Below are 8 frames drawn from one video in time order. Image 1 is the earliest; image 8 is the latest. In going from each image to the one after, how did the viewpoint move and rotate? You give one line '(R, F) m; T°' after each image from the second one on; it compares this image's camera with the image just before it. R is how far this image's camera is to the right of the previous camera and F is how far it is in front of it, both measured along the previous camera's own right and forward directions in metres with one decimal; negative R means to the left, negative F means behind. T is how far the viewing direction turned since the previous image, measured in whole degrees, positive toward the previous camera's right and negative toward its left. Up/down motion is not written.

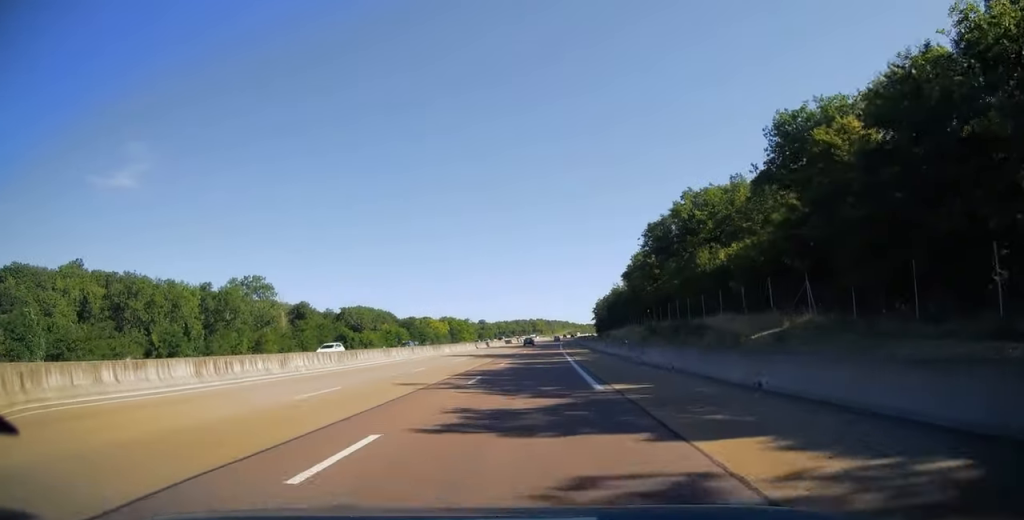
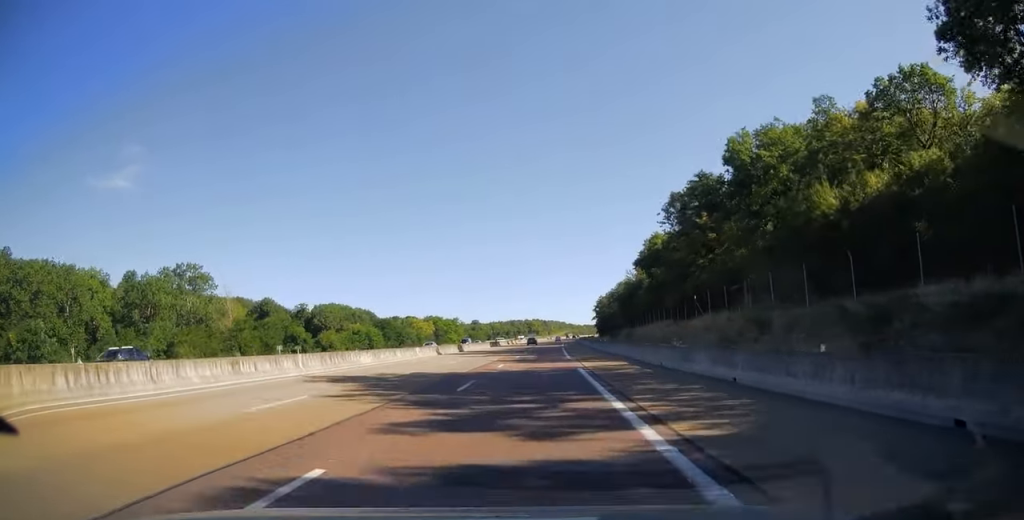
(+0.2, +28.1) m; 0°
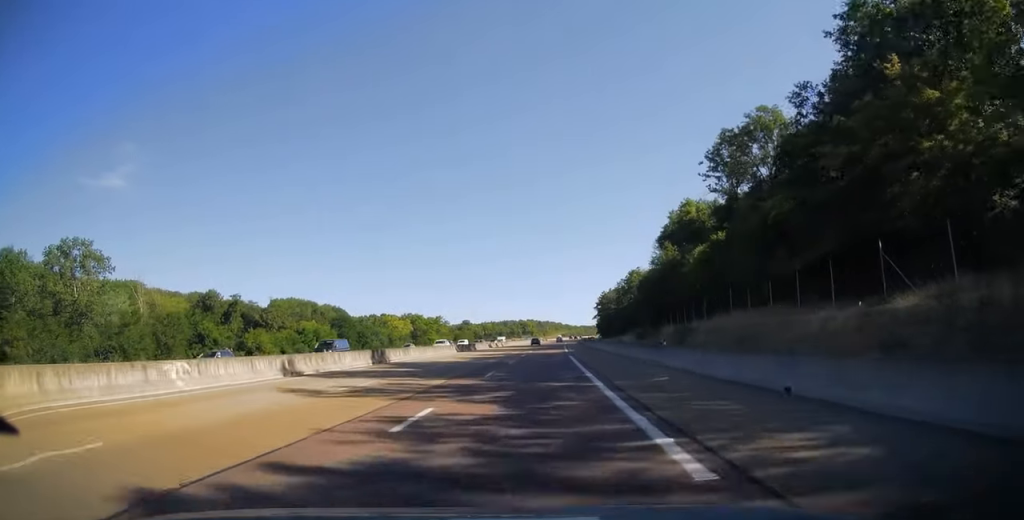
(+0.1, +33.1) m; 0°
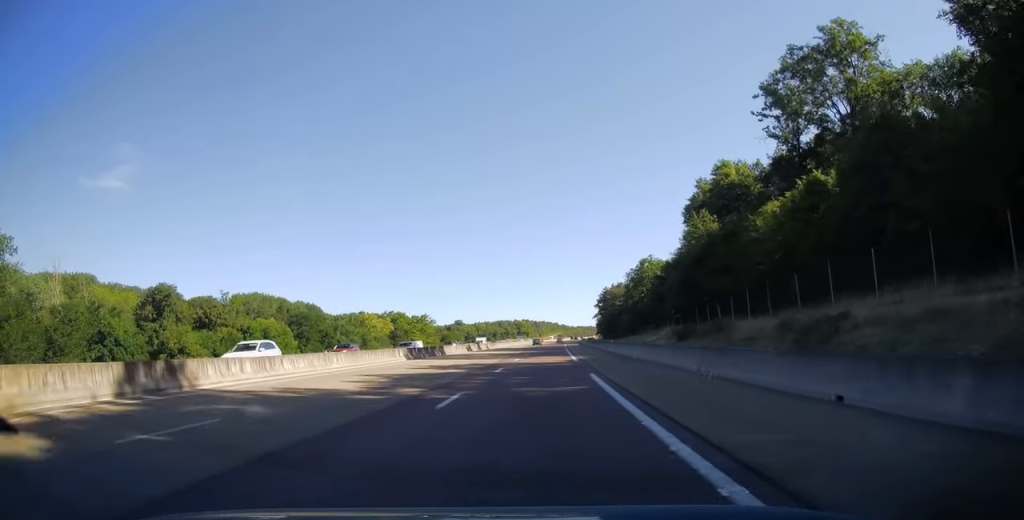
(0.0, +22.5) m; 0°
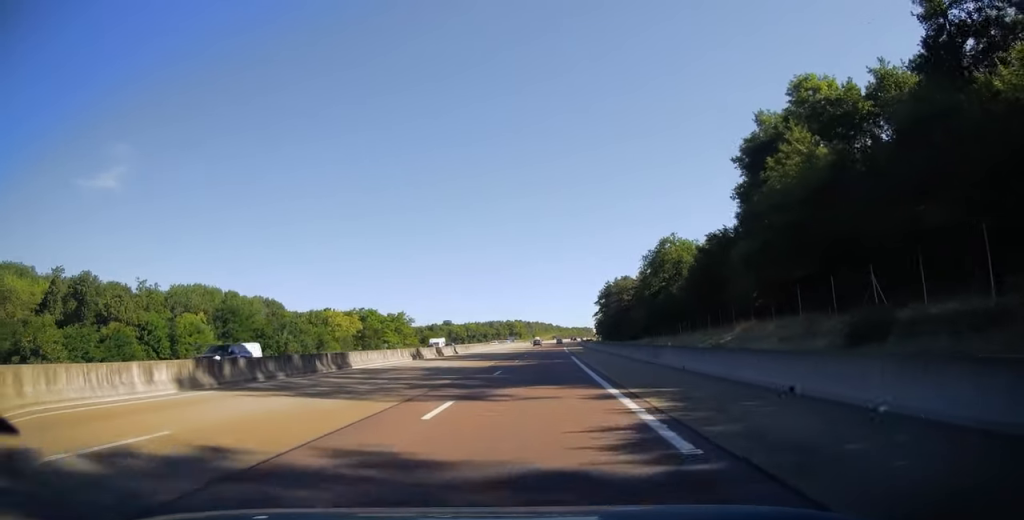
(+0.1, +27.5) m; +1°
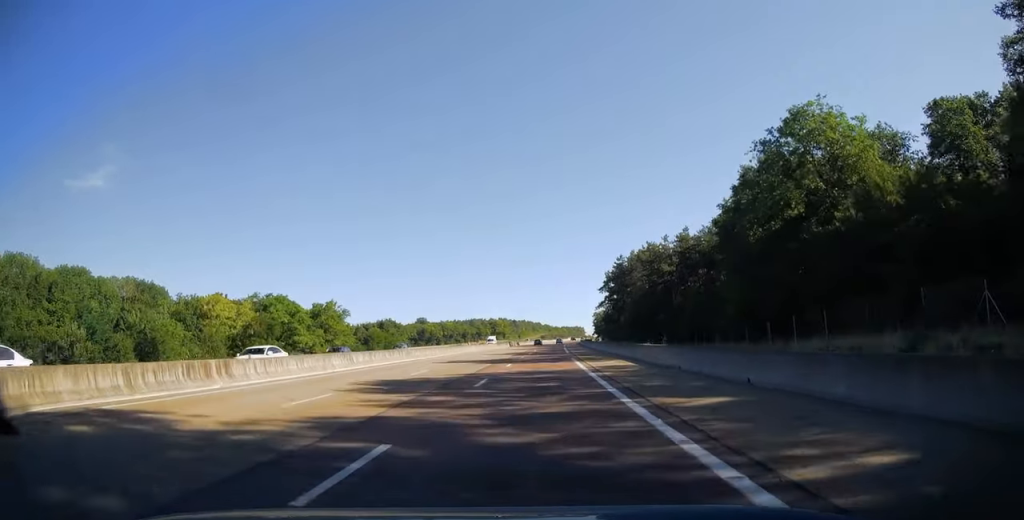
(+0.7, +57.0) m; +1°
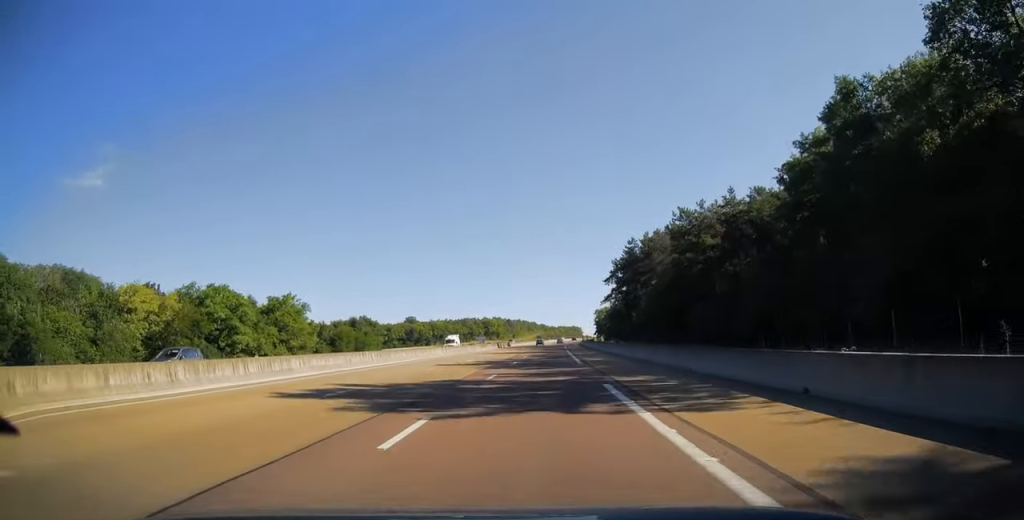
(+0.1, +23.0) m; 0°
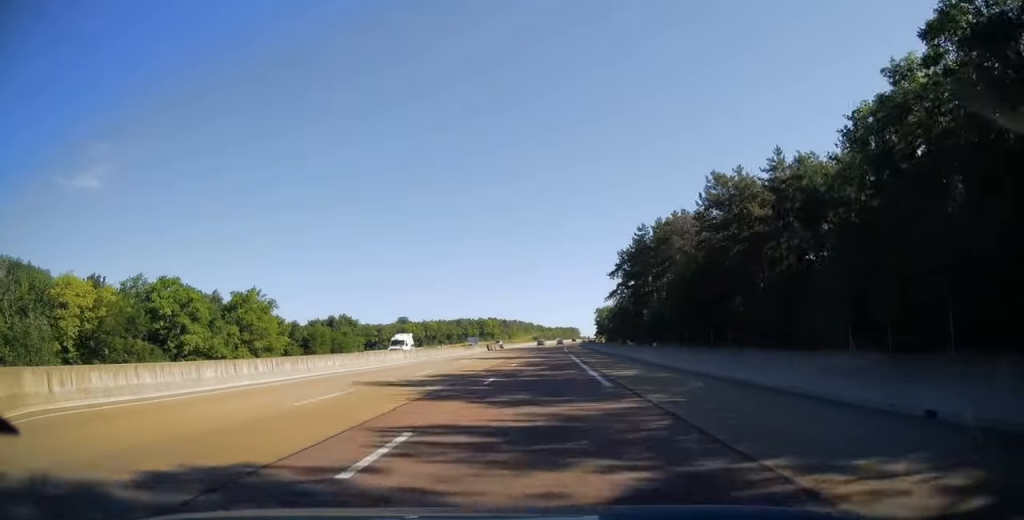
(0.0, +14.5) m; 0°
